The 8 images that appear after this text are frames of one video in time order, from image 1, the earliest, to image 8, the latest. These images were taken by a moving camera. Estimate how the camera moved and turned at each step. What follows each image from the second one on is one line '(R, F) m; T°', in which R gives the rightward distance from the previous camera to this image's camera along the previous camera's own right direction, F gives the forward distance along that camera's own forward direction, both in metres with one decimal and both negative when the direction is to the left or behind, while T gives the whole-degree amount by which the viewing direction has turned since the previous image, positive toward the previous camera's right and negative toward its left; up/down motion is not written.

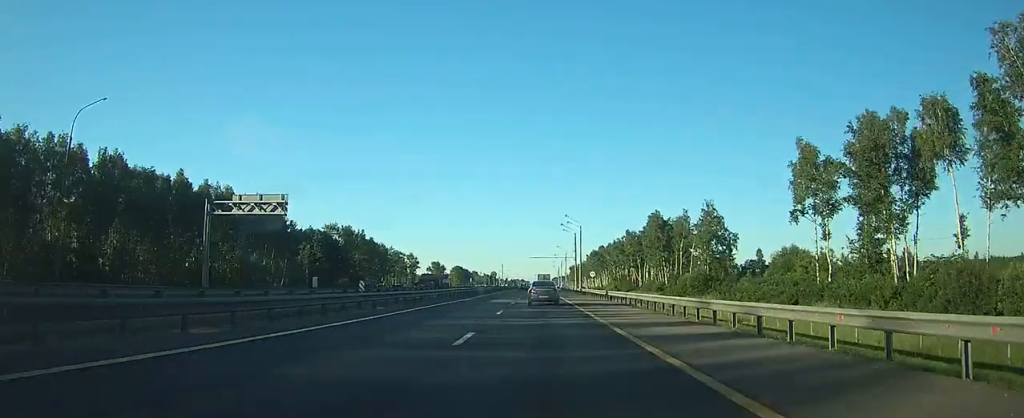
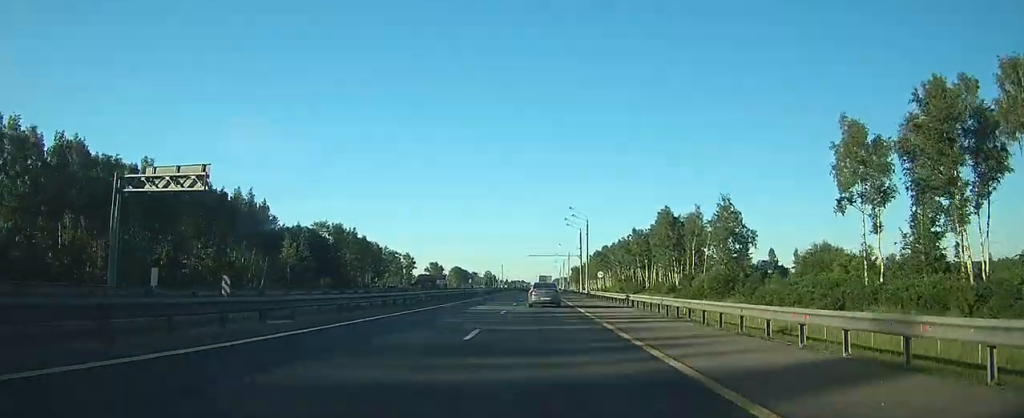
(0.0, +11.0) m; 0°
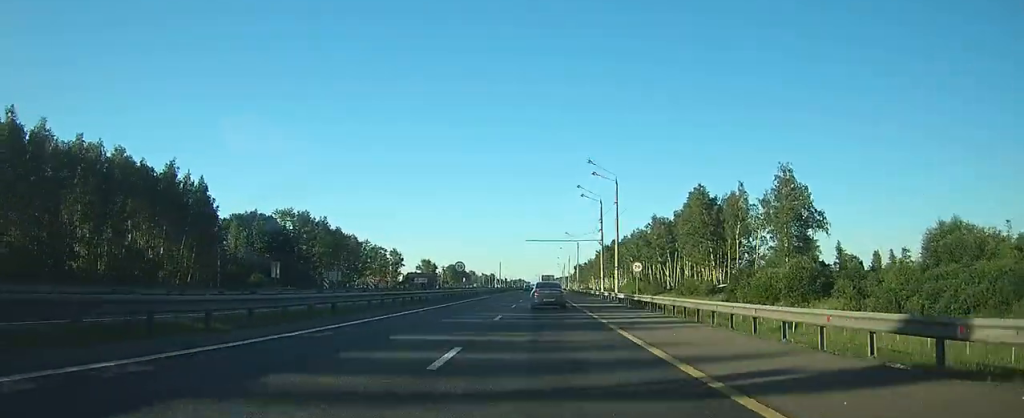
(-0.1, +29.7) m; 0°
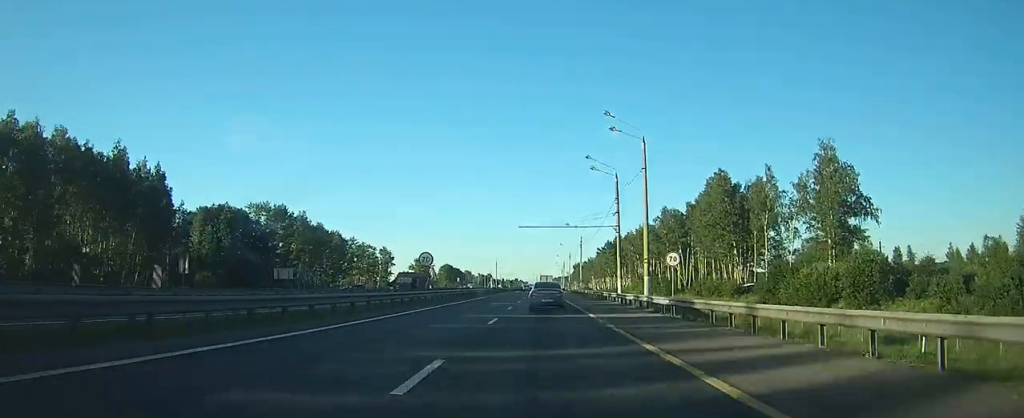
(0.0, +14.6) m; 0°
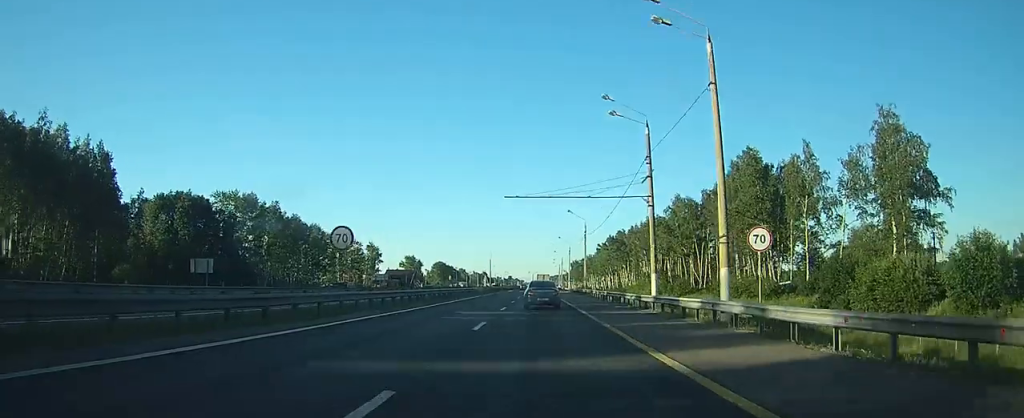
(0.0, +15.7) m; 0°
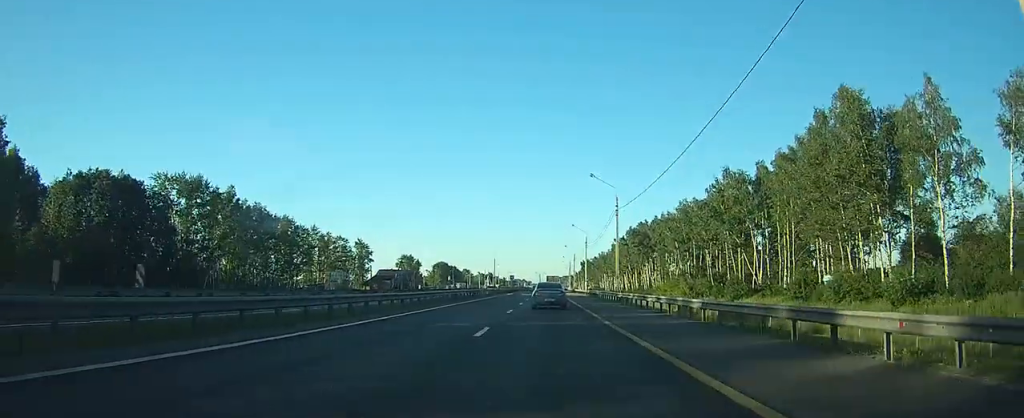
(+0.1, +26.5) m; 0°
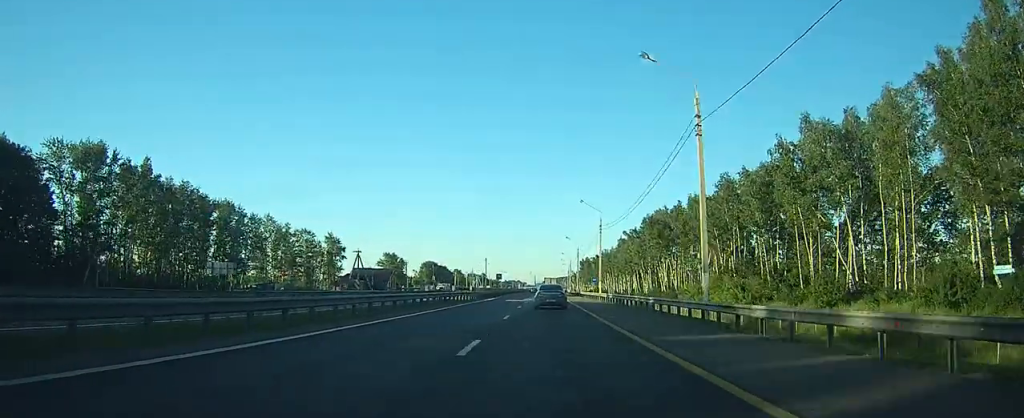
(+0.1, +28.2) m; 0°
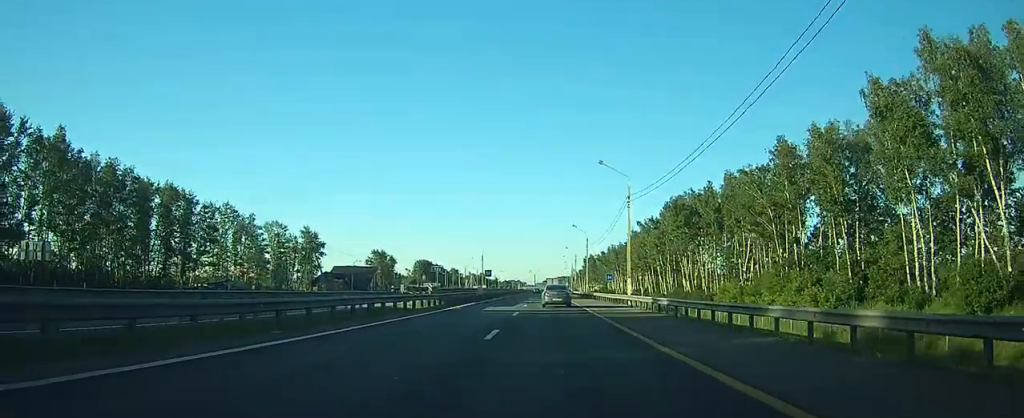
(-0.1, +20.6) m; 0°
